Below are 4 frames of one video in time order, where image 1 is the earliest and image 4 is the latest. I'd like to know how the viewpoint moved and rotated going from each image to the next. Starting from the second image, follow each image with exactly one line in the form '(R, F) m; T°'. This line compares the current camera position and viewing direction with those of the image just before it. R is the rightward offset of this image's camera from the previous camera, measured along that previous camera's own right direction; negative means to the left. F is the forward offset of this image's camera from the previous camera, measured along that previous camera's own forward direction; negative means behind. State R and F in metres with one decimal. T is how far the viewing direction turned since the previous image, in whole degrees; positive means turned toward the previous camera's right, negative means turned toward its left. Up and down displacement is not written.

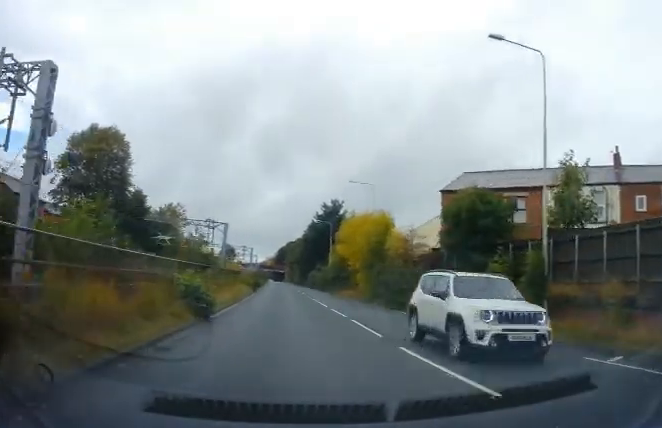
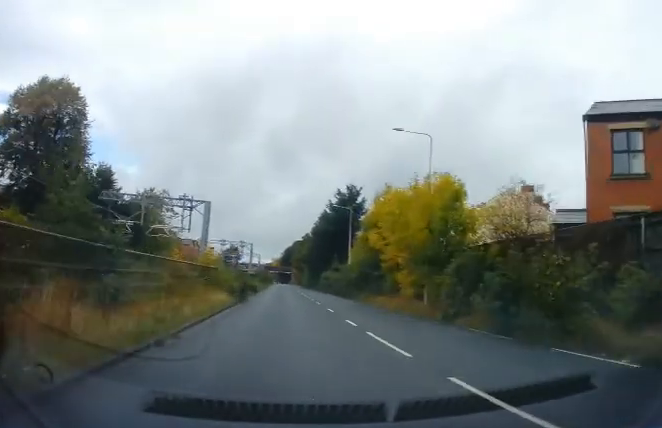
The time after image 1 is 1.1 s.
(-0.5, +15.1) m; -2°
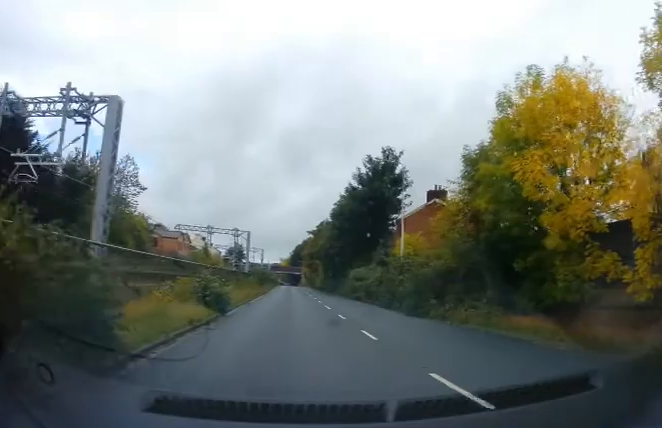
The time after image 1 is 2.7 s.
(0.0, +22.1) m; 0°
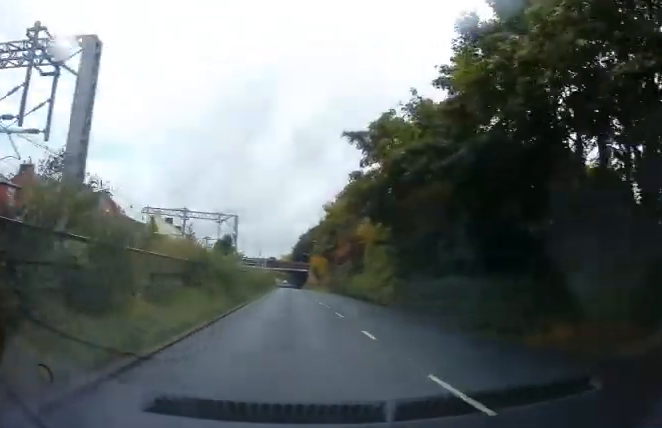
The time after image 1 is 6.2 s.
(-0.1, +49.8) m; 0°
